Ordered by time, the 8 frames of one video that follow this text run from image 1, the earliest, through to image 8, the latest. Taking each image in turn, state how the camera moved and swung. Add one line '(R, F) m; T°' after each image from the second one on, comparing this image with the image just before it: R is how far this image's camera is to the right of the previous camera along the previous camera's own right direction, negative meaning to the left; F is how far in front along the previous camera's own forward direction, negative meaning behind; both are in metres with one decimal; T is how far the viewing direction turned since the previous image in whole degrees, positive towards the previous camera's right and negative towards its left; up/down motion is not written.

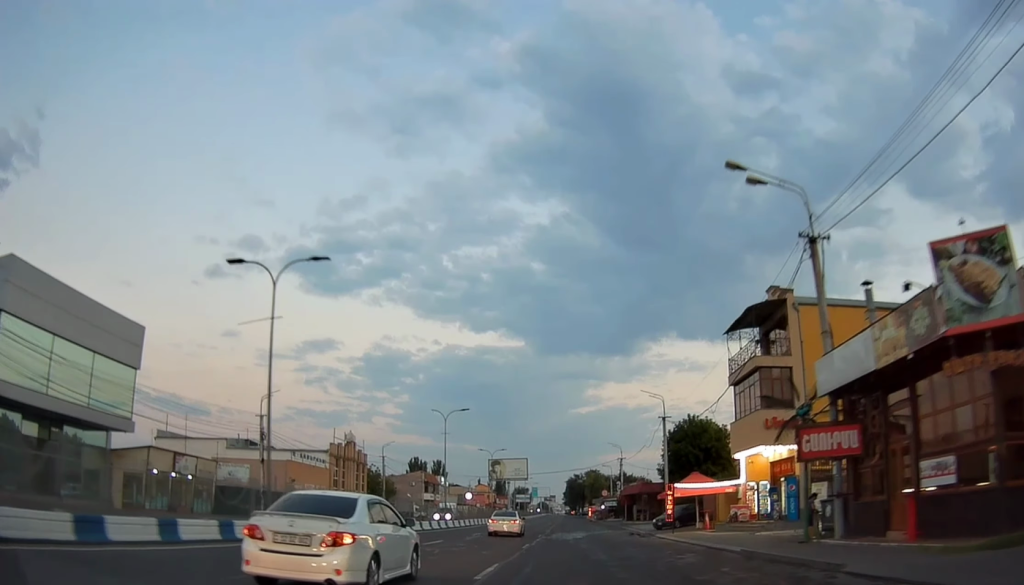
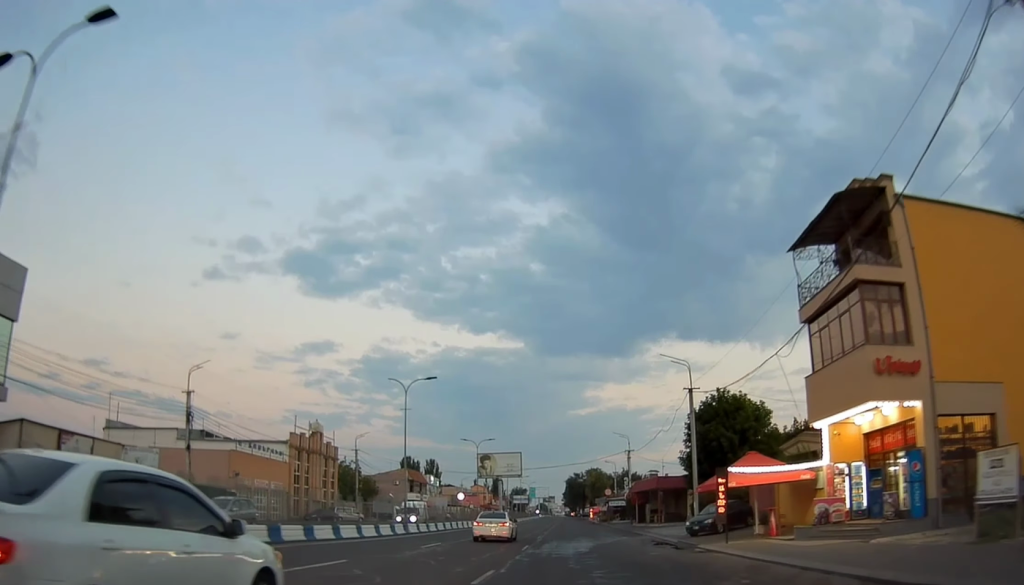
(0.0, +12.8) m; 0°
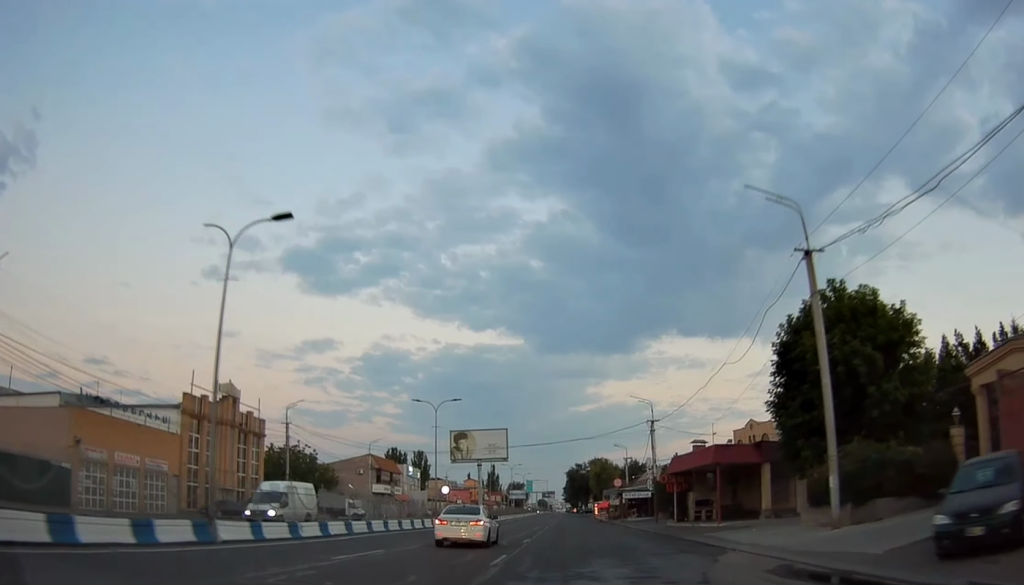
(-0.1, +22.8) m; 0°
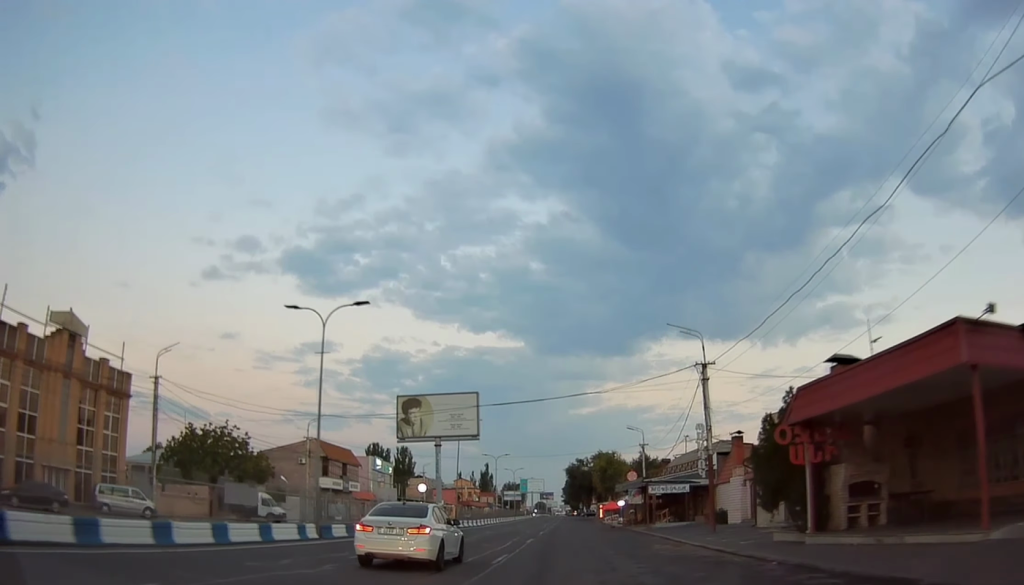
(0.0, +23.6) m; +1°
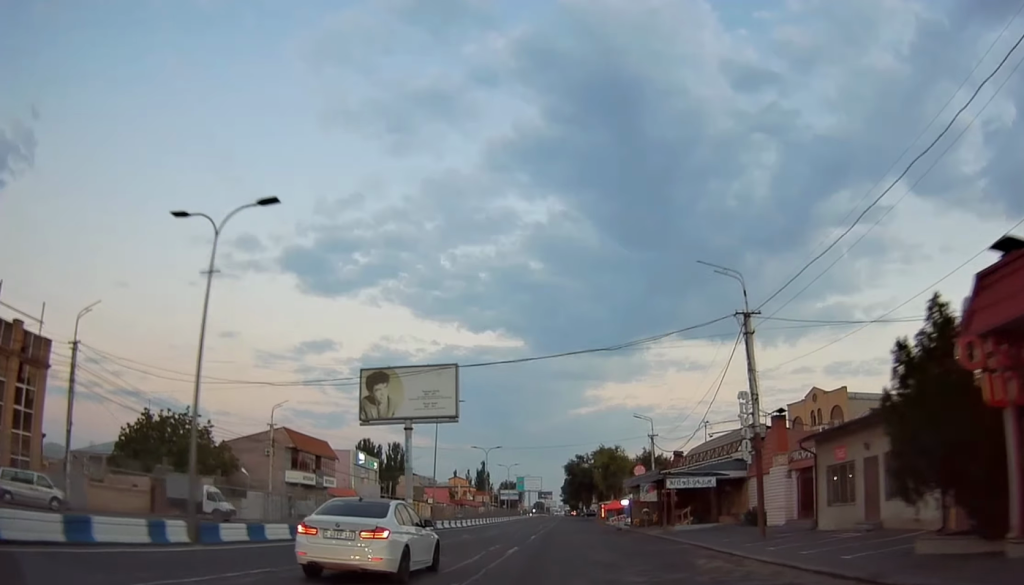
(+0.2, +9.3) m; -1°
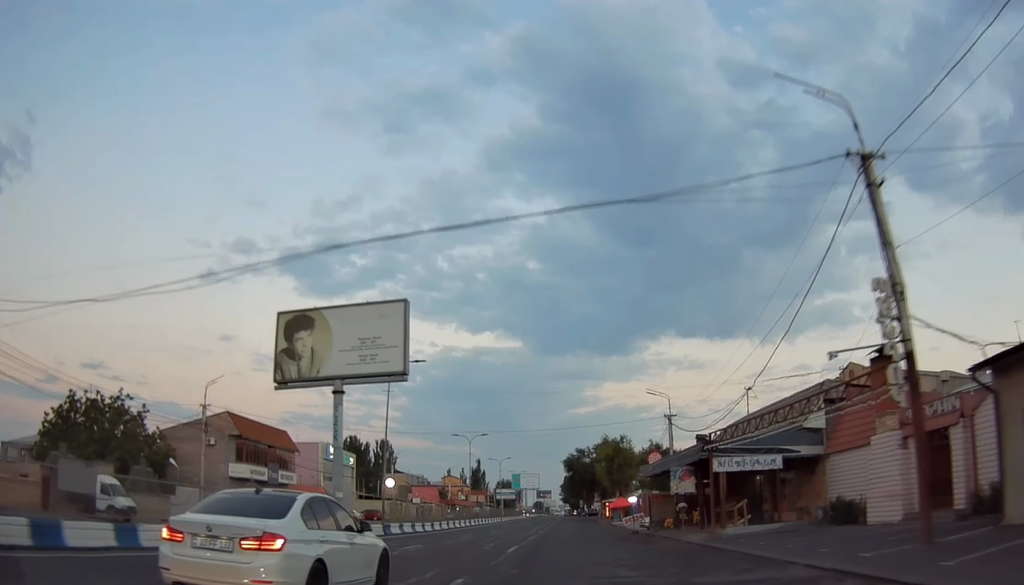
(+0.3, +13.0) m; -1°
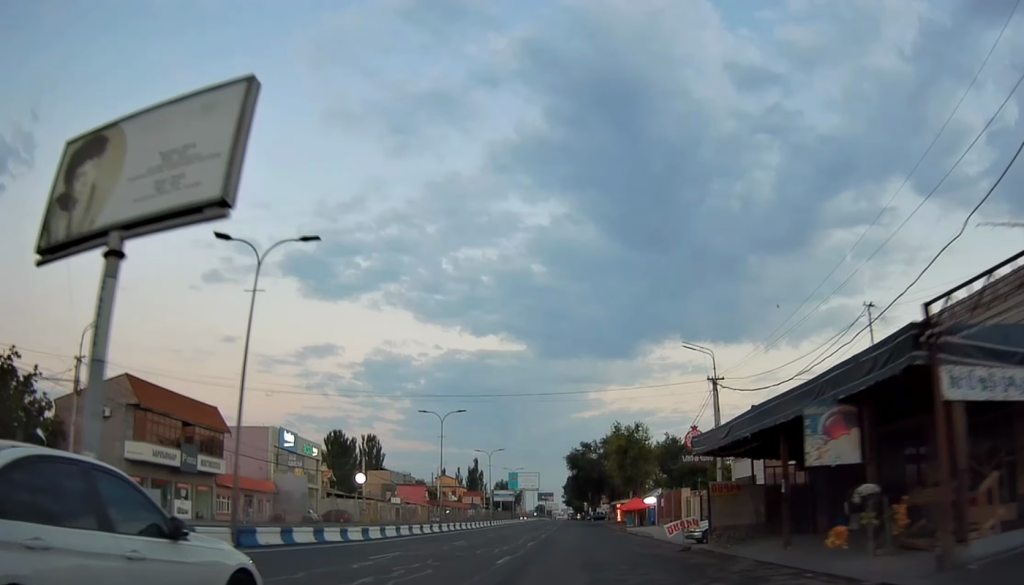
(-0.7, +16.7) m; -1°
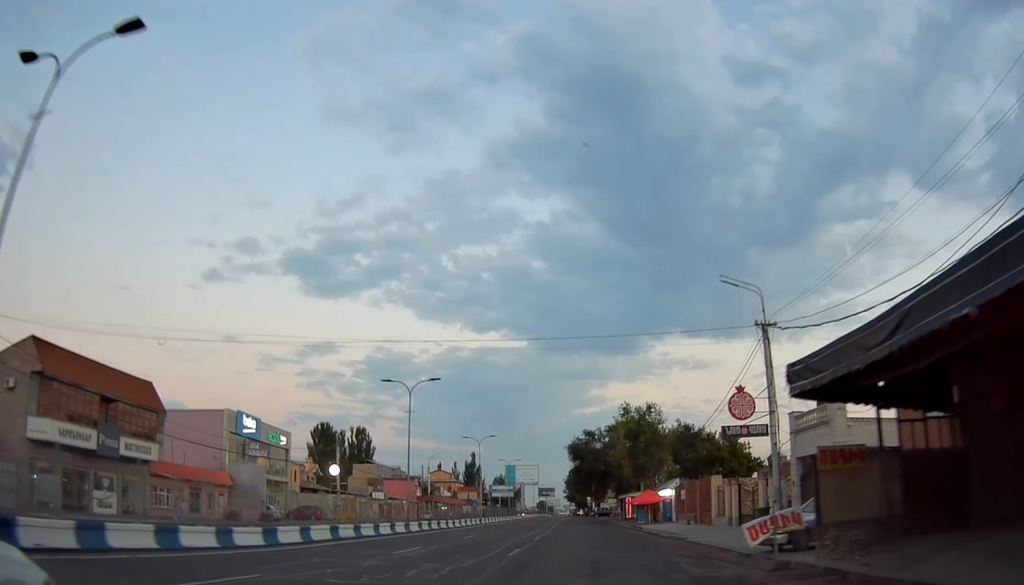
(0.0, +10.7) m; 0°
